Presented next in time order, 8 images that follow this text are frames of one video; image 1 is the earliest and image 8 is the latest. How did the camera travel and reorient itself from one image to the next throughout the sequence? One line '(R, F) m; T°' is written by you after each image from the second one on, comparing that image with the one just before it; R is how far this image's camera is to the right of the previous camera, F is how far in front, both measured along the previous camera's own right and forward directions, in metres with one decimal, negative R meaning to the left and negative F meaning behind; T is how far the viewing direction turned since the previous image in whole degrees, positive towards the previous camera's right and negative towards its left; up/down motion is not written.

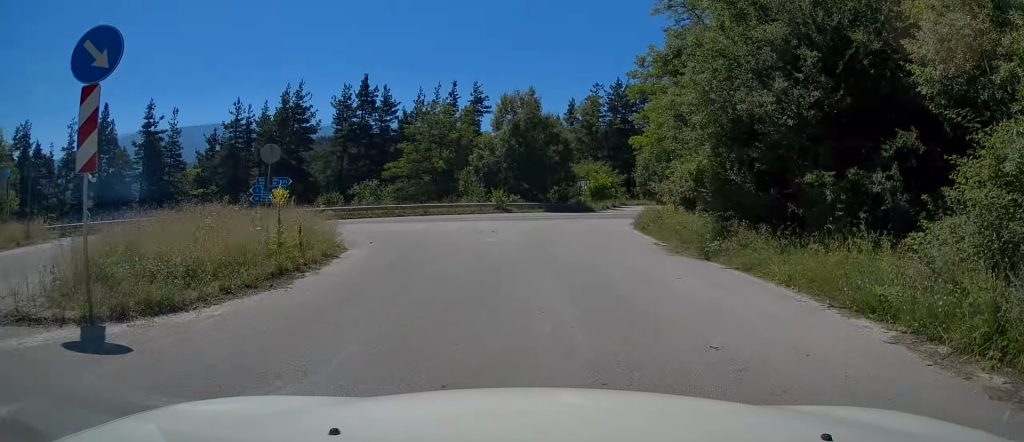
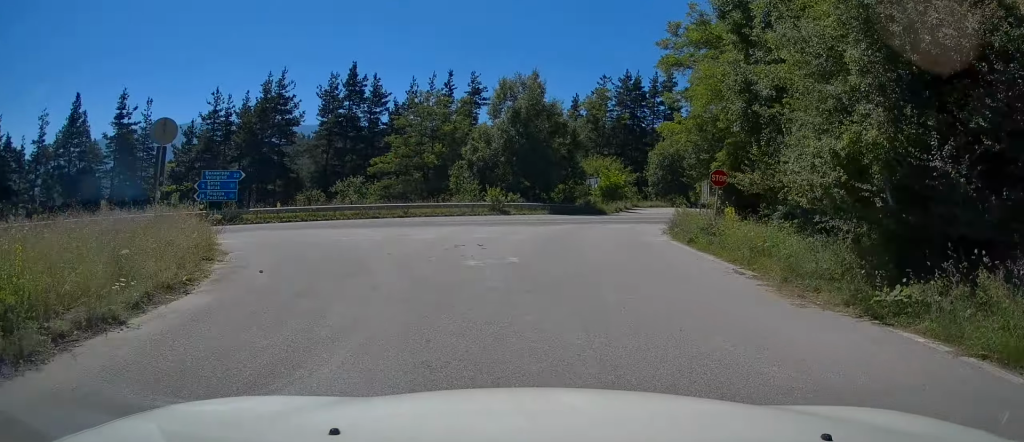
(0.0, +6.5) m; +1°
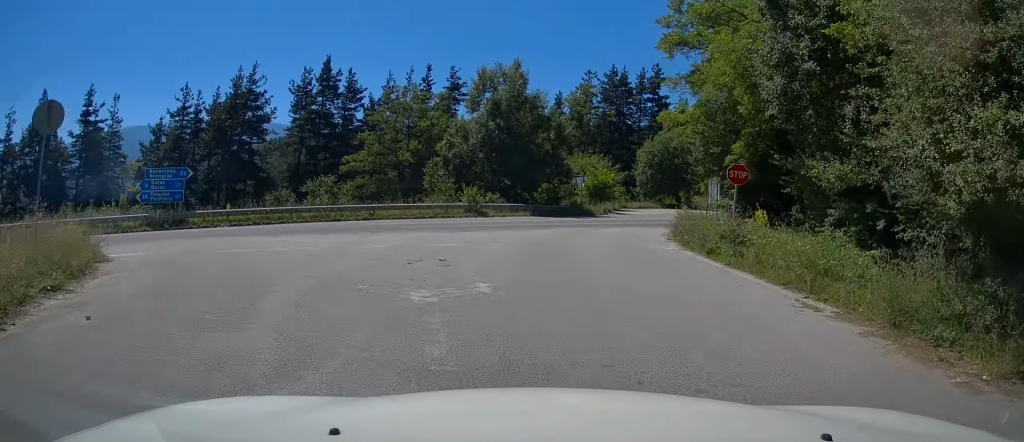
(0.0, +3.4) m; +1°
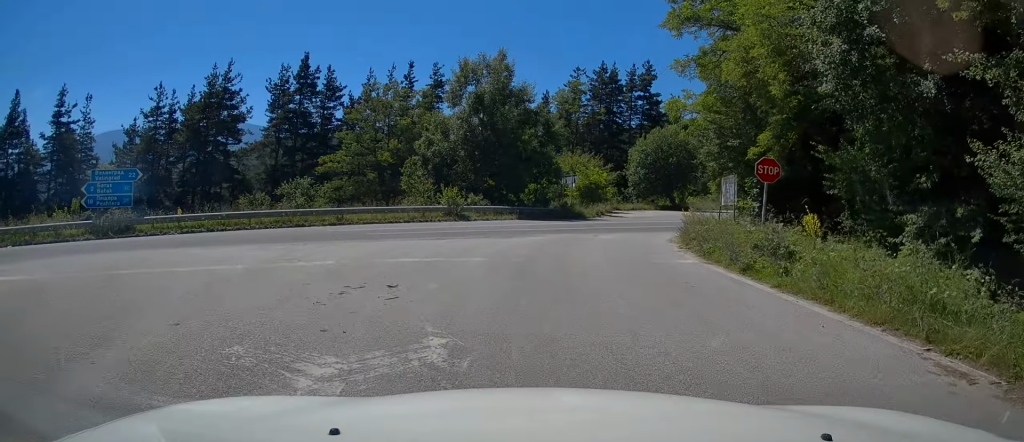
(+0.1, +2.9) m; +1°
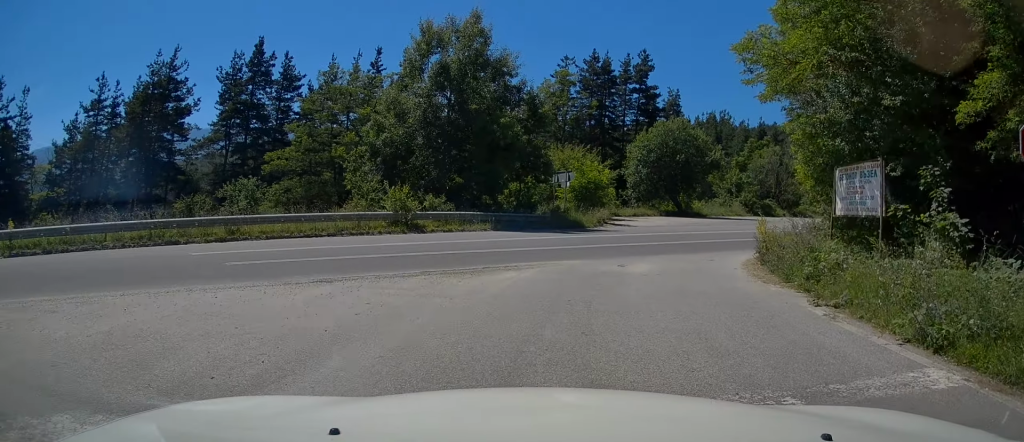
(+0.2, +7.2) m; +6°
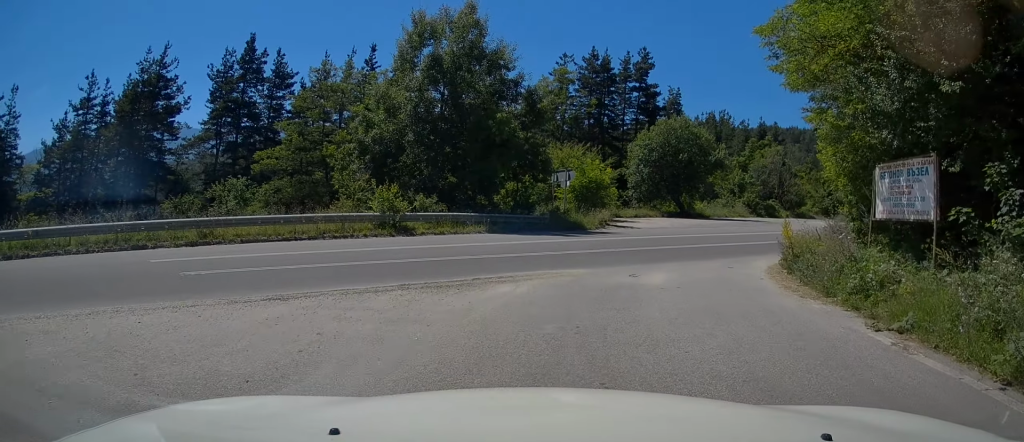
(0.0, +1.1) m; +3°
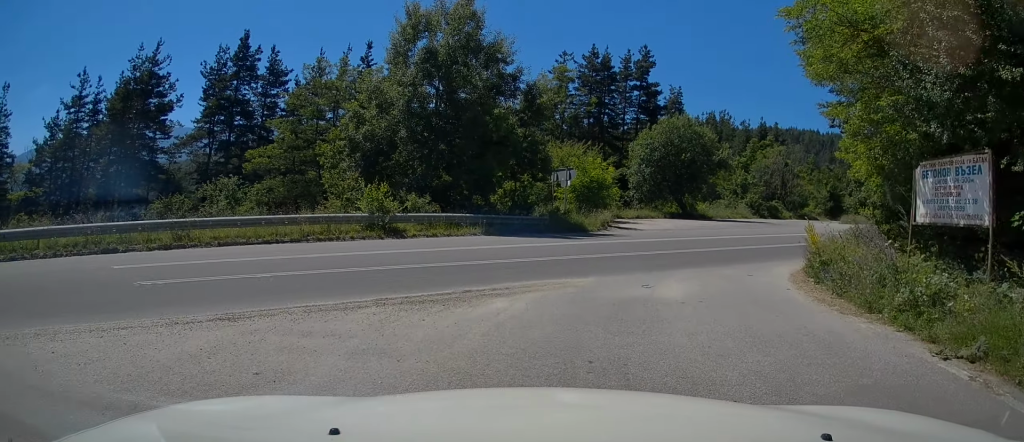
(0.0, +0.9) m; +1°
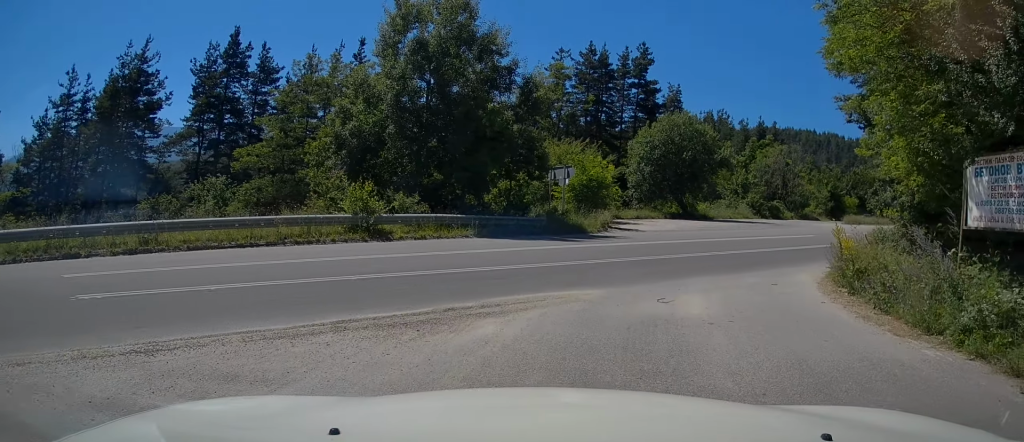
(+0.1, +0.9) m; -1°
